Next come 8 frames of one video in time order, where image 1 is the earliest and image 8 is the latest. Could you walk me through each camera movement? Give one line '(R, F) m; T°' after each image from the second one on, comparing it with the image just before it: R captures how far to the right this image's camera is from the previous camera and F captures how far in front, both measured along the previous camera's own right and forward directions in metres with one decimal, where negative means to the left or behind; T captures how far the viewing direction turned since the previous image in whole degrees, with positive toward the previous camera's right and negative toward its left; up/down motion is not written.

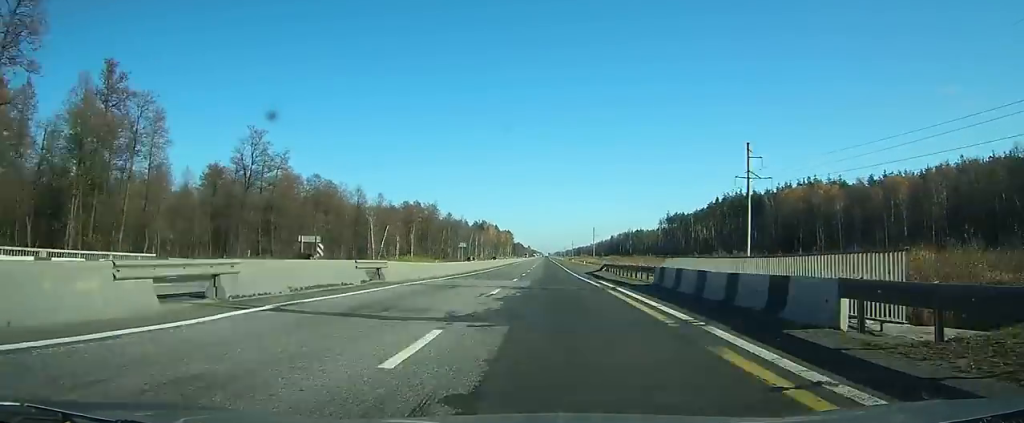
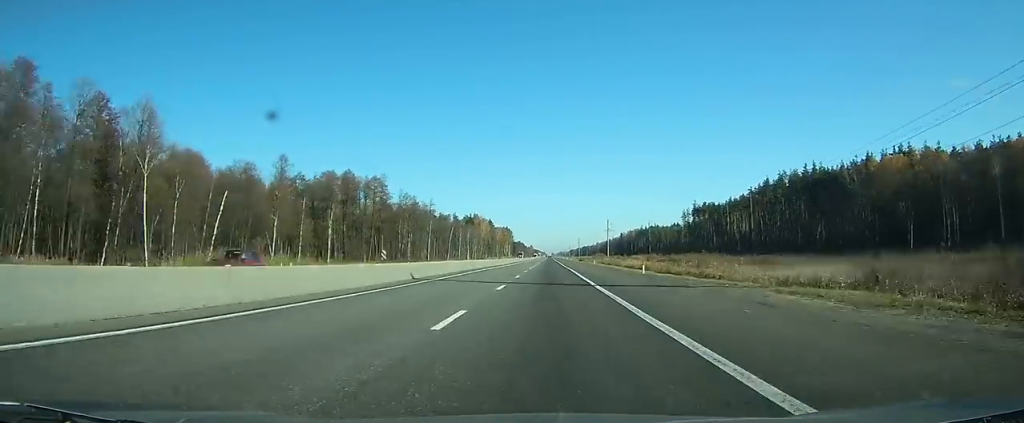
(-0.1, +71.0) m; 0°
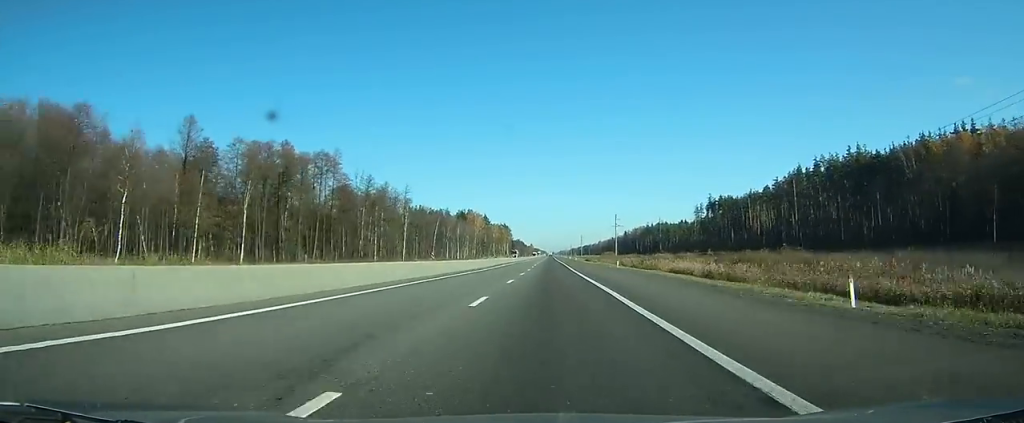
(-0.2, +31.6) m; 0°
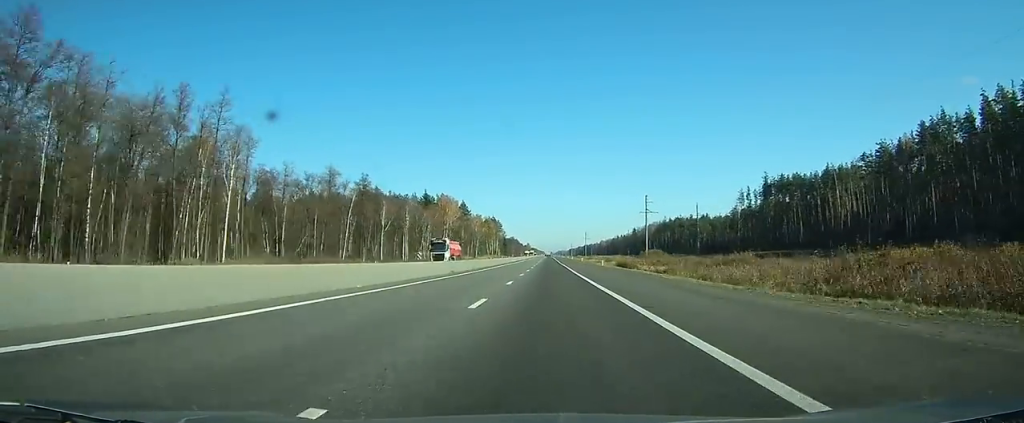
(0.0, +81.7) m; 0°
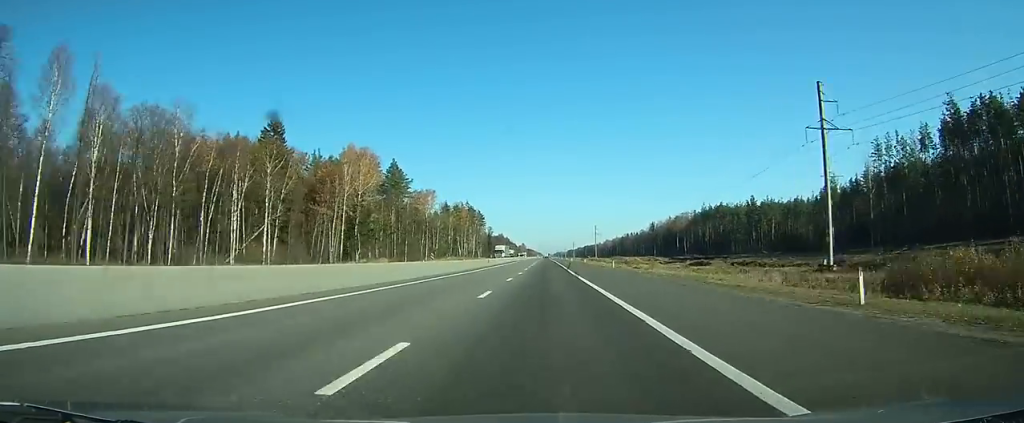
(+0.3, +117.0) m; 0°
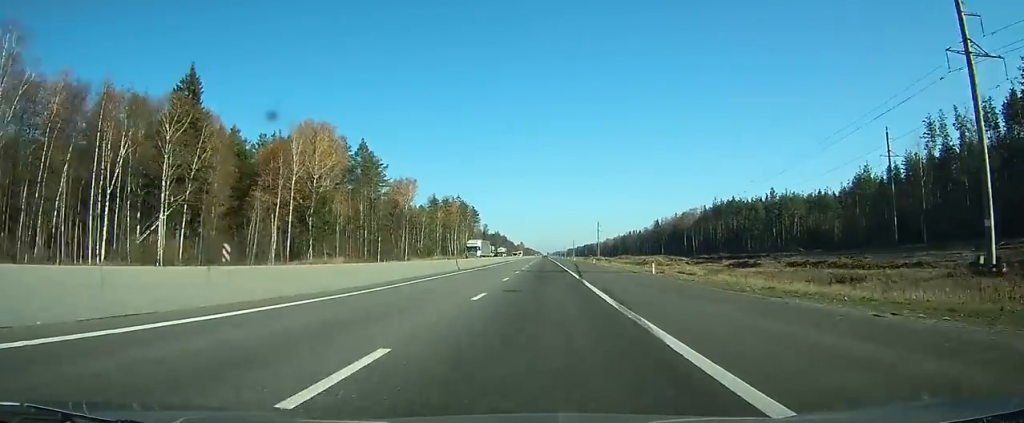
(+0.1, +25.6) m; 0°
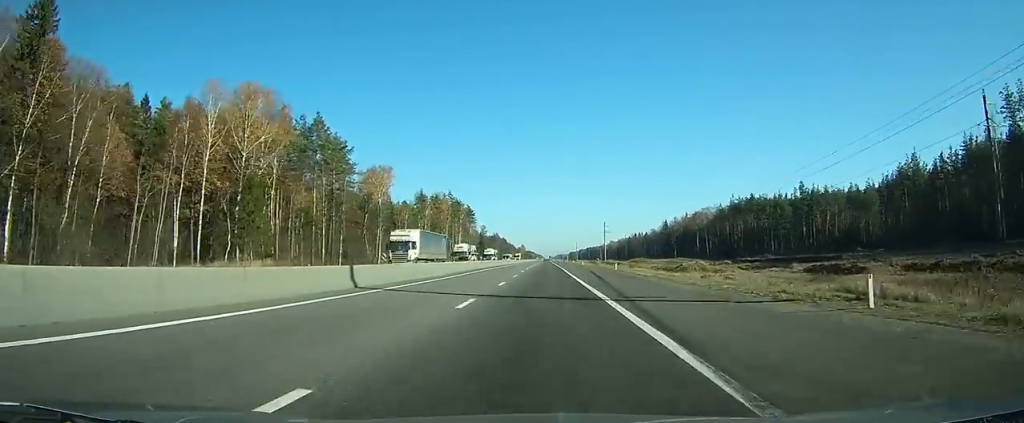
(0.0, +26.7) m; 0°
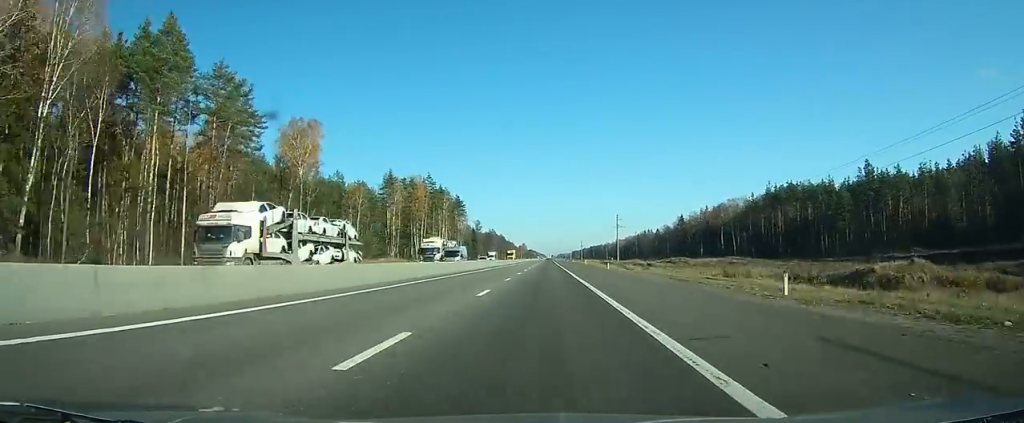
(0.0, +43.7) m; 0°
